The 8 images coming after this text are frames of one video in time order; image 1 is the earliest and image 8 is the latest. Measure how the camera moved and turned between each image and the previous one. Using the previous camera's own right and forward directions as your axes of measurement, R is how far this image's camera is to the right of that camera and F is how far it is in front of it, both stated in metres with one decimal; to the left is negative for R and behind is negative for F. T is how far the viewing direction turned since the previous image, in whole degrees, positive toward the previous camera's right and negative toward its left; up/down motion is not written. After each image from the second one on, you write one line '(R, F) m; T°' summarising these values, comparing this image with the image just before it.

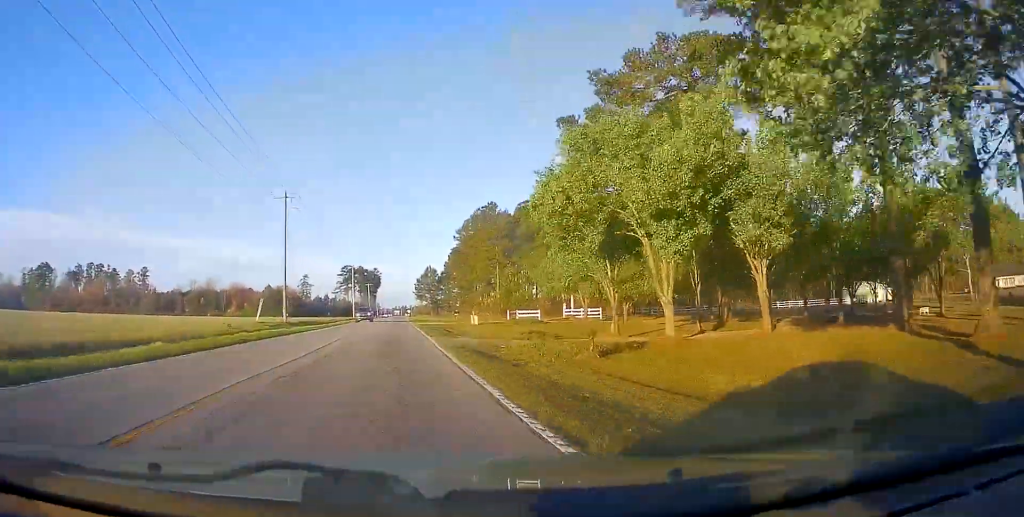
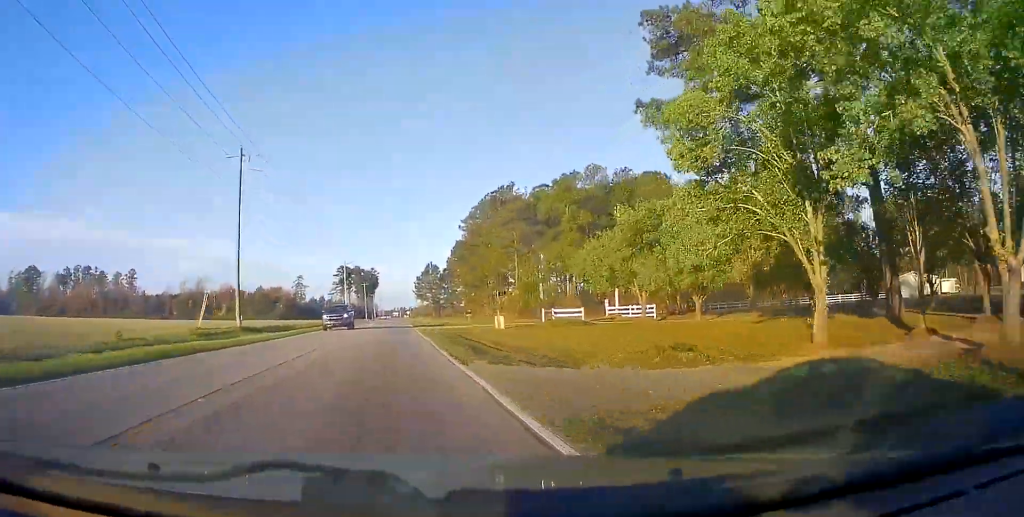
(-0.1, +15.1) m; 0°
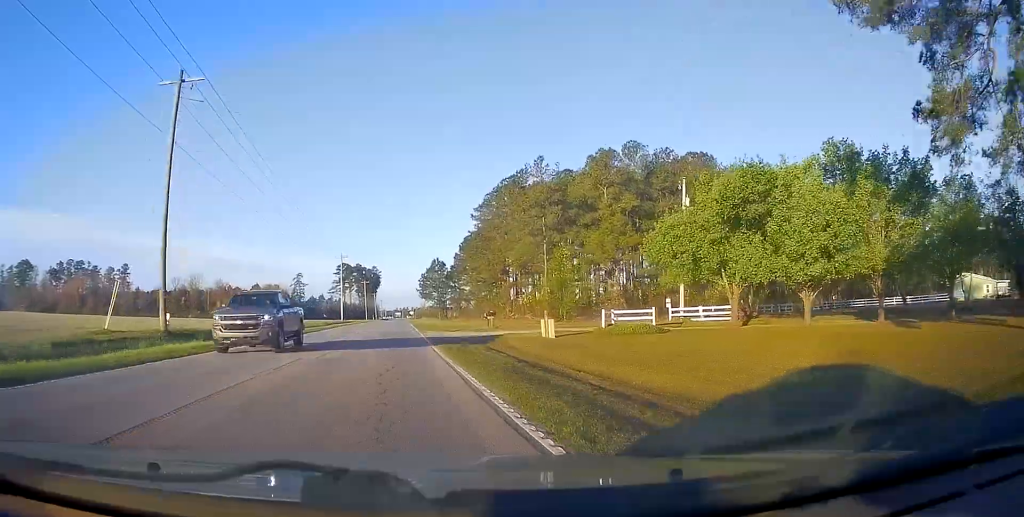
(0.0, +12.9) m; 0°
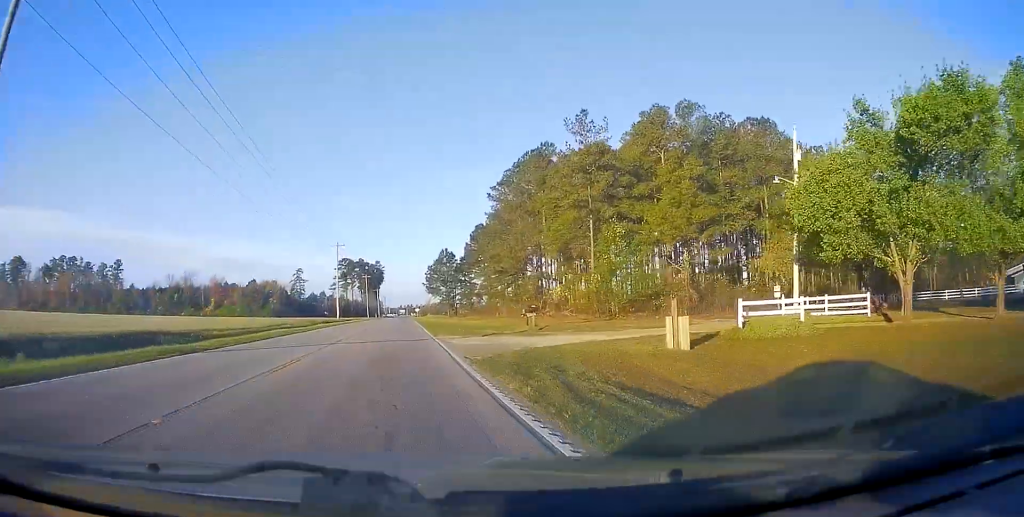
(0.0, +13.3) m; 0°
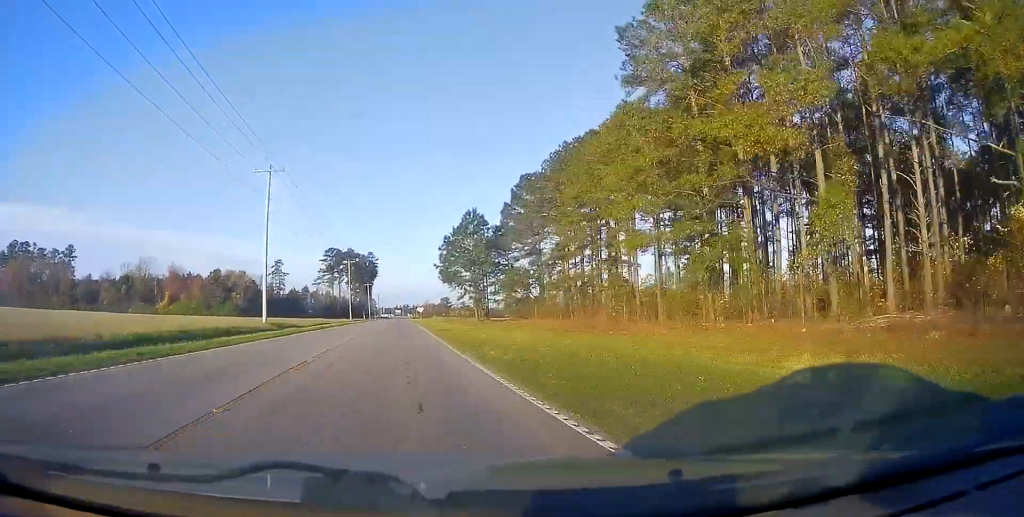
(-0.2, +48.1) m; 0°
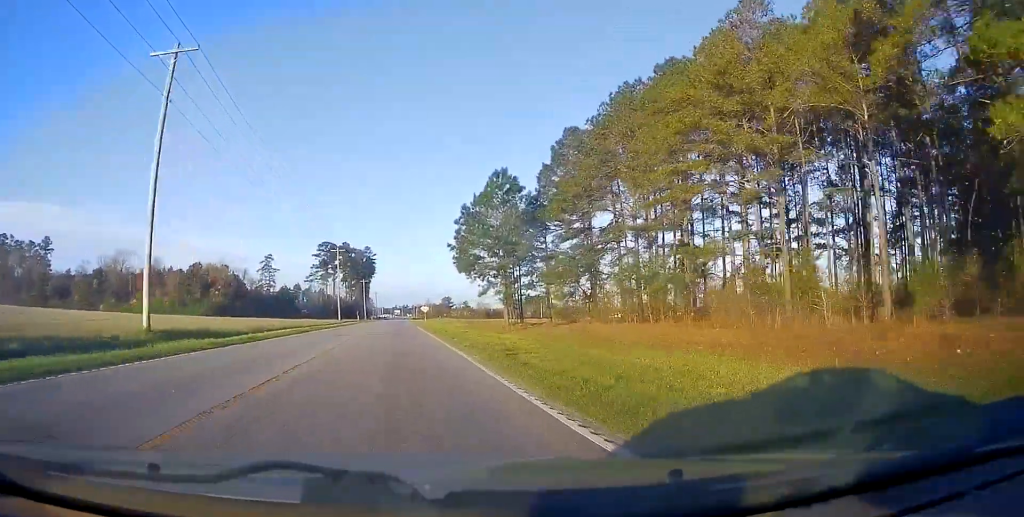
(+0.1, +21.4) m; 0°
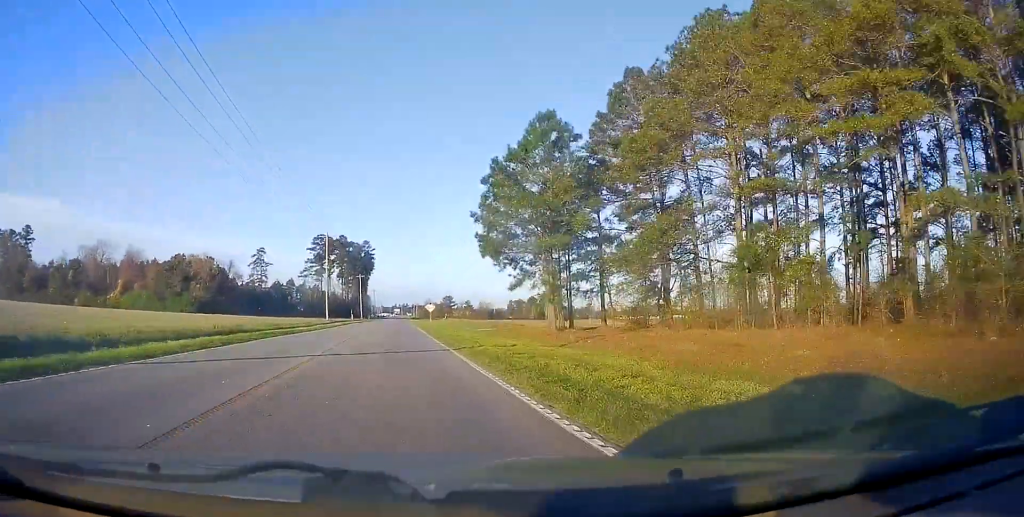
(+0.2, +16.5) m; 0°
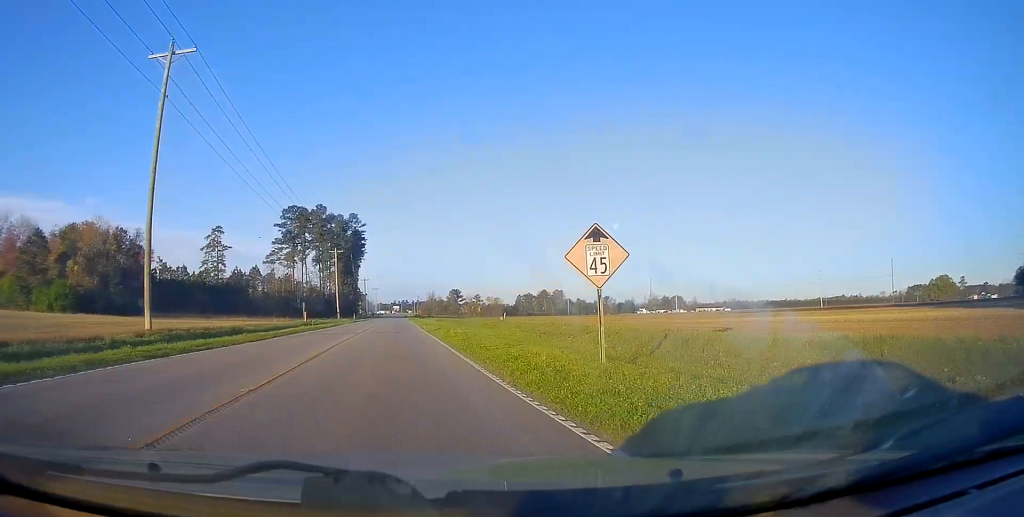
(-1.4, +60.7) m; -2°
